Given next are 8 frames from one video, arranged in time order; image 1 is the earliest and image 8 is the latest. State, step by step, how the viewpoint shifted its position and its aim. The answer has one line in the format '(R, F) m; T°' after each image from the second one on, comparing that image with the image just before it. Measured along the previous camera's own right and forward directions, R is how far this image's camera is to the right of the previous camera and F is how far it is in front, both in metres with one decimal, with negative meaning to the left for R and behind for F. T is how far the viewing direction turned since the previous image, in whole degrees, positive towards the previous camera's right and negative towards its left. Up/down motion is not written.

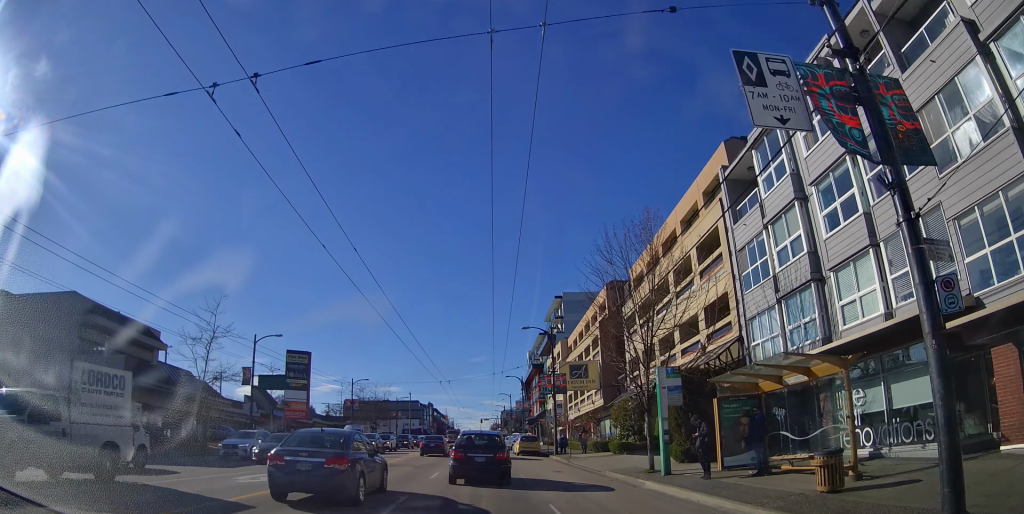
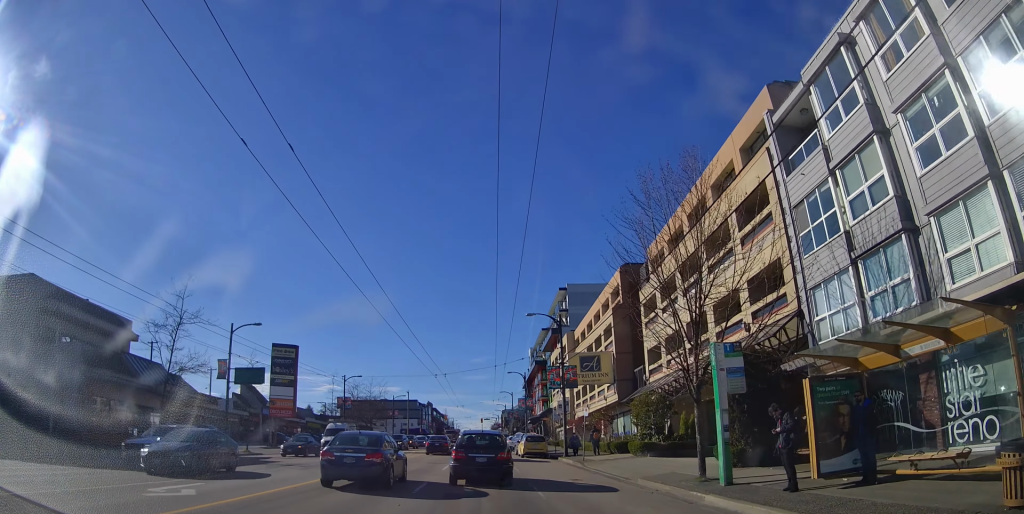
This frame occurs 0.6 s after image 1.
(0.0, +4.9) m; 0°
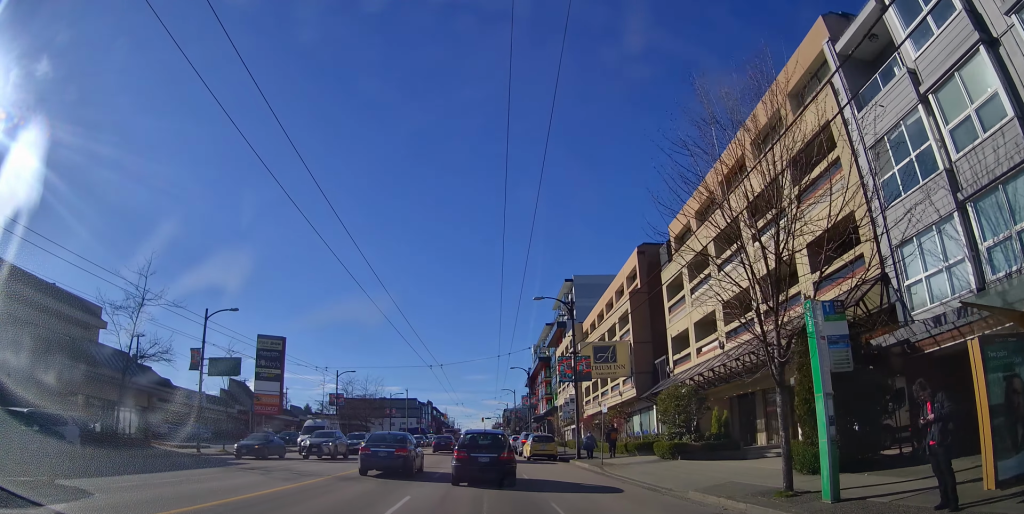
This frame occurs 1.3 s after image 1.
(0.0, +4.3) m; 0°
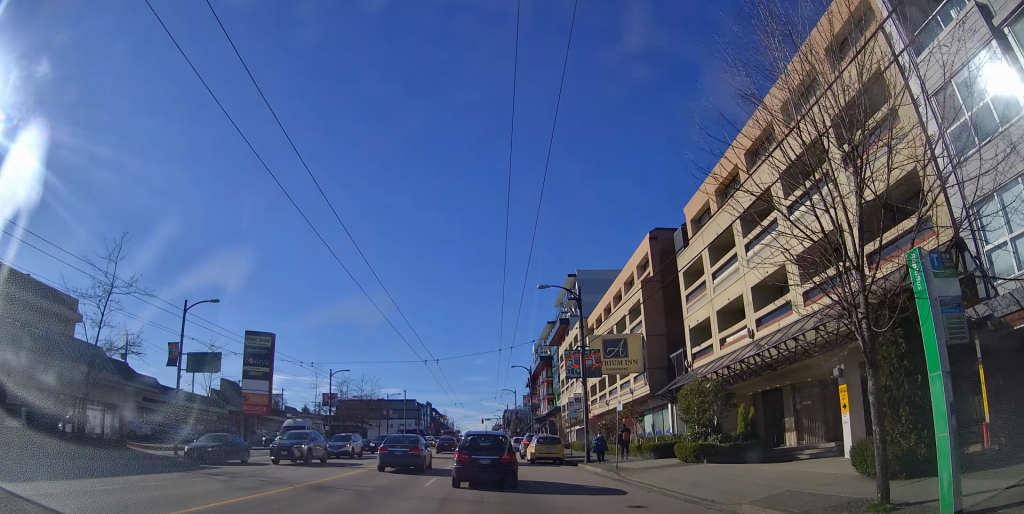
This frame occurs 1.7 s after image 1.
(0.0, +2.8) m; 0°
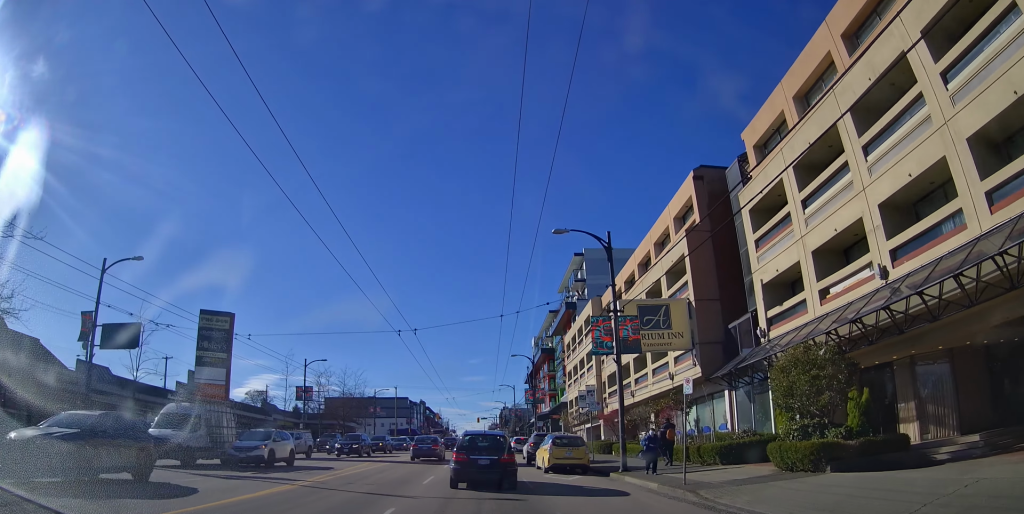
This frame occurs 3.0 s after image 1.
(0.0, +7.7) m; 0°
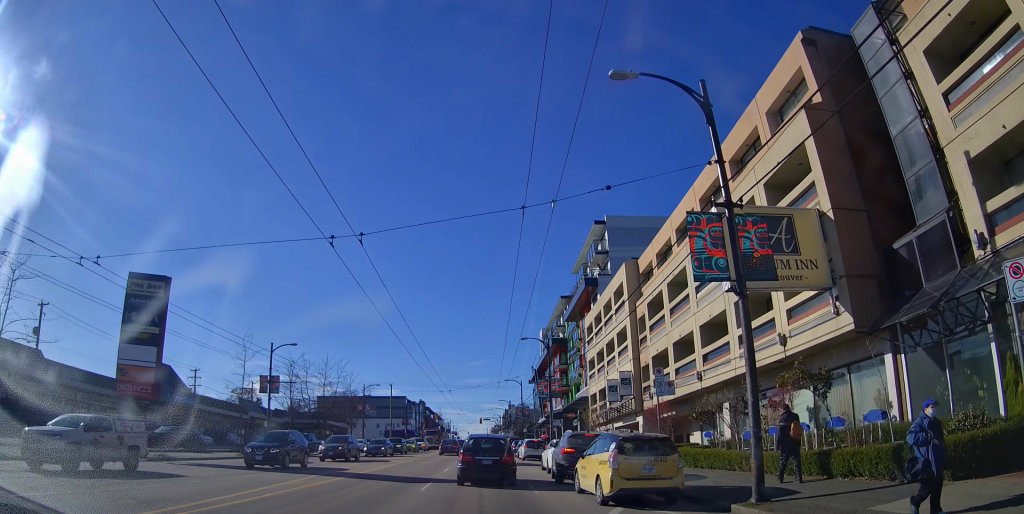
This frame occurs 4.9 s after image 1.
(0.0, +11.2) m; 0°
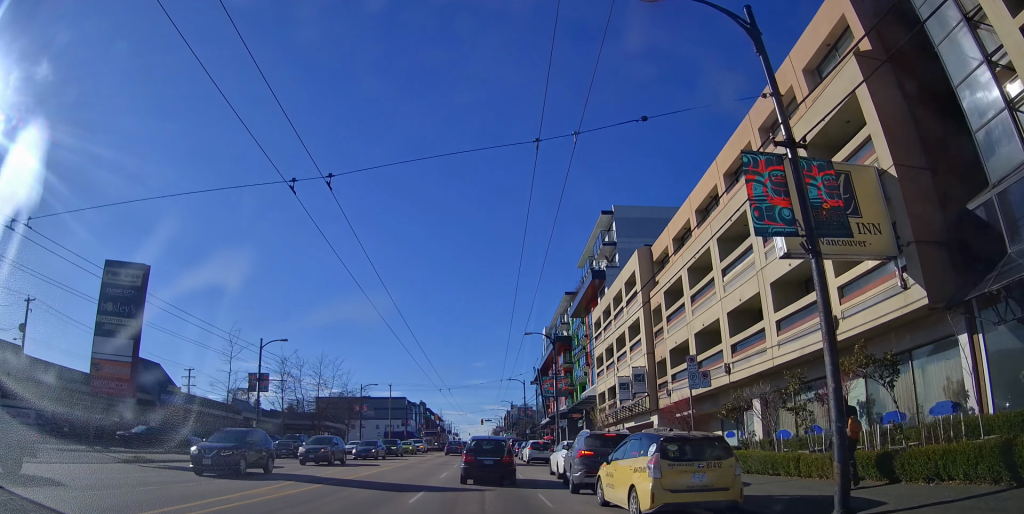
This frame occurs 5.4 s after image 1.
(0.0, +3.3) m; 0°
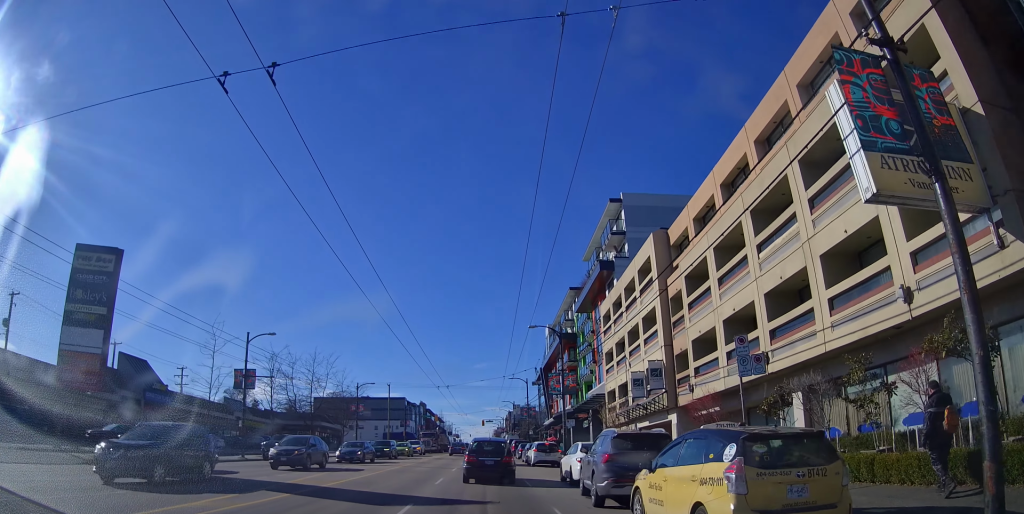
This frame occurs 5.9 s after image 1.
(0.0, +3.3) m; 0°
